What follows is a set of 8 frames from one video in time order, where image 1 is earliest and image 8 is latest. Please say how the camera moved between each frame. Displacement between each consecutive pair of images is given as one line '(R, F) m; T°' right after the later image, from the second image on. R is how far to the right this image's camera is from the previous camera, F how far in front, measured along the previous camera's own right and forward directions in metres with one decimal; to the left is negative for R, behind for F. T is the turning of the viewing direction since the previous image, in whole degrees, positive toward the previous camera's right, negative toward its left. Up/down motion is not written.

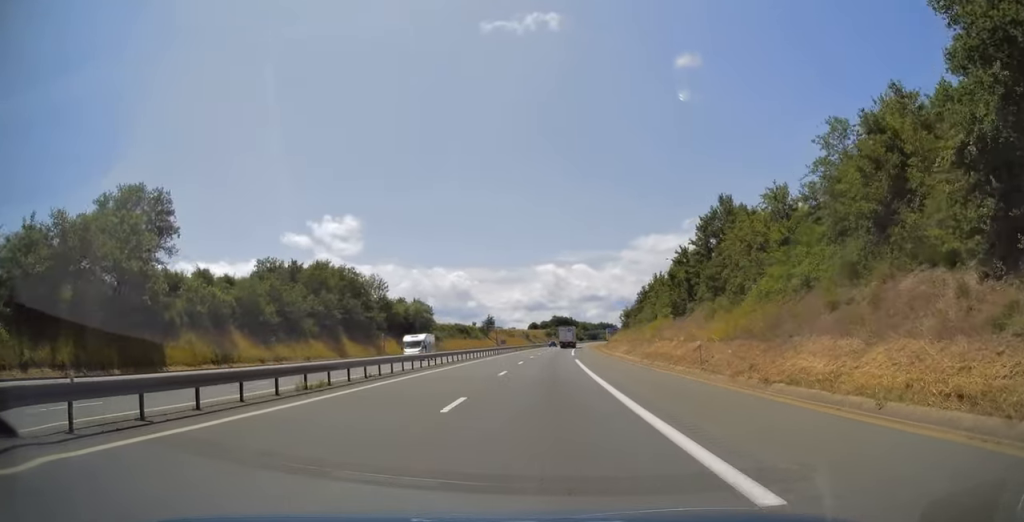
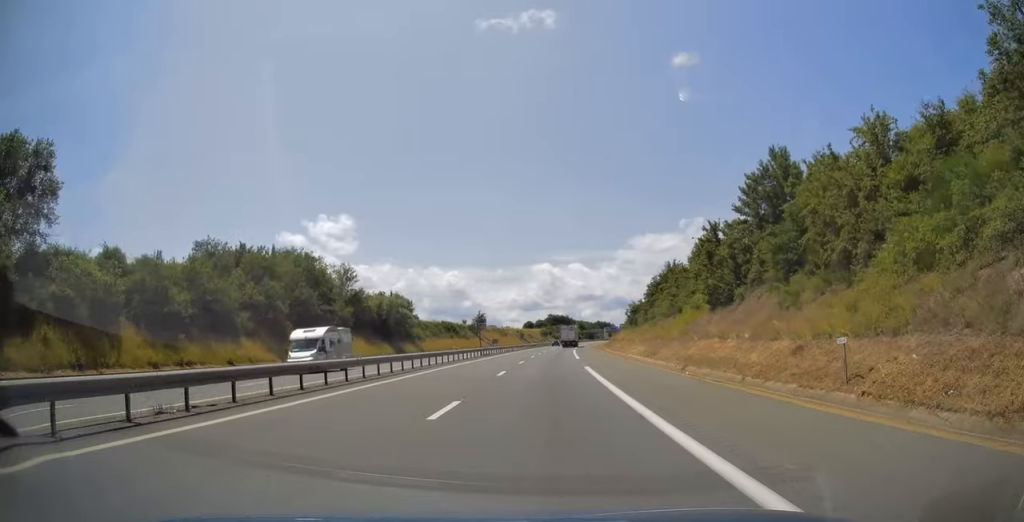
(+0.1, +14.4) m; 0°
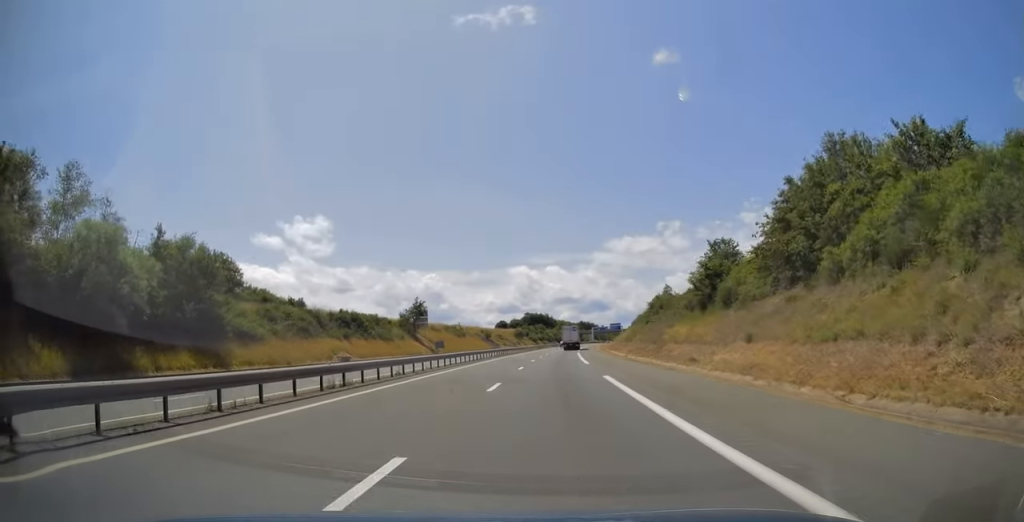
(+1.0, +58.6) m; +2°
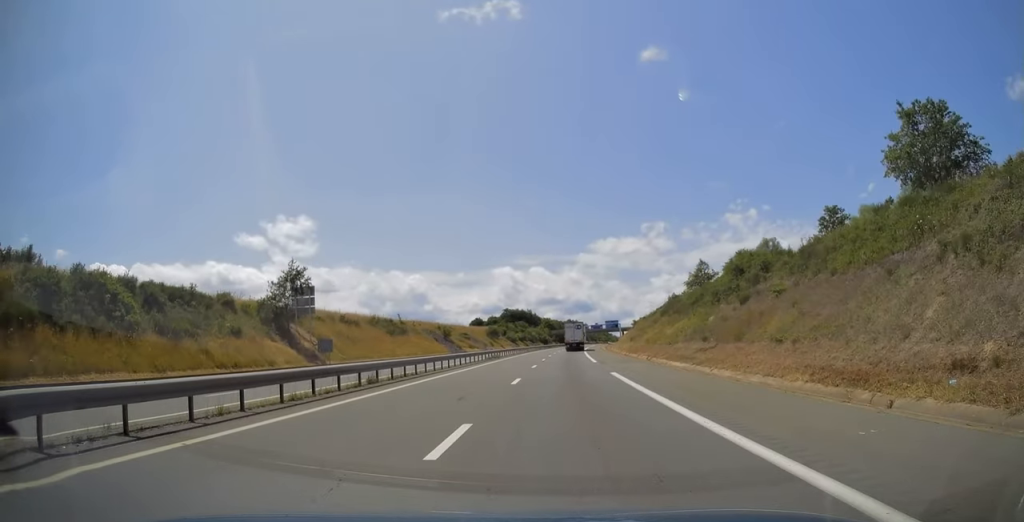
(+0.7, +48.7) m; +2°
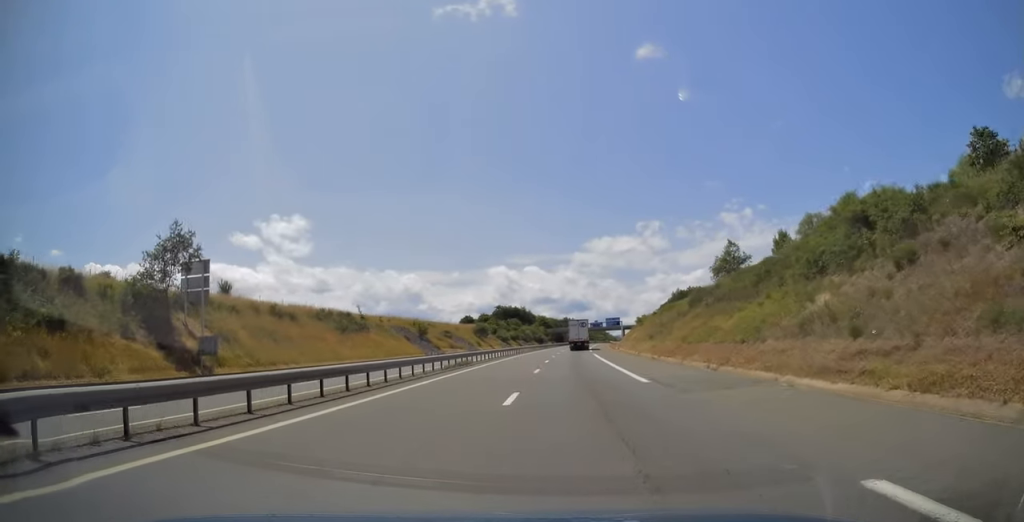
(+0.1, +19.7) m; +1°
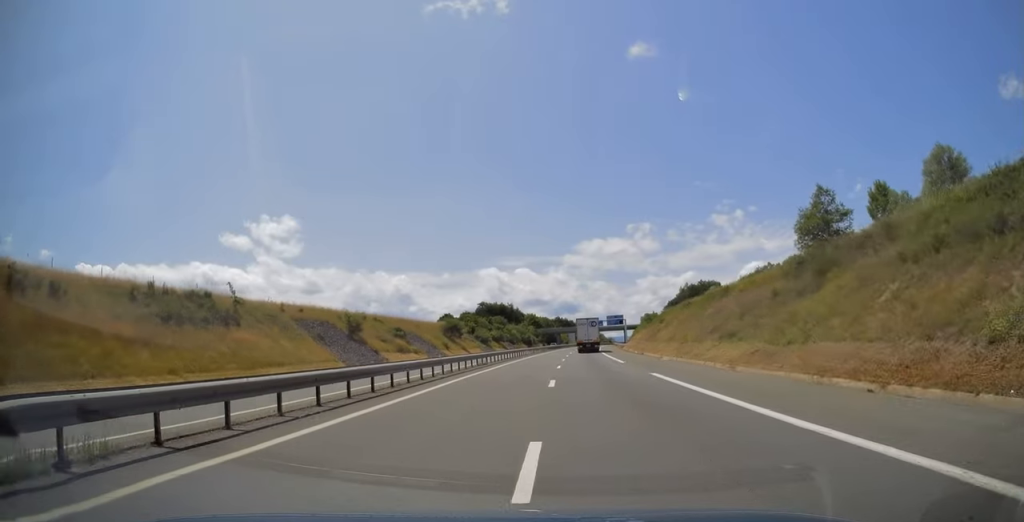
(+0.6, +33.3) m; +1°
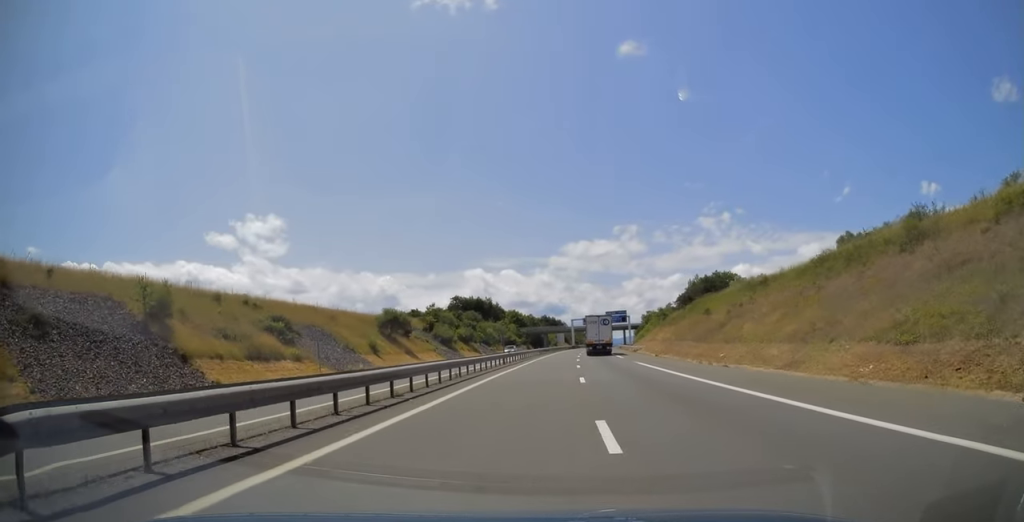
(-0.1, +36.9) m; +1°
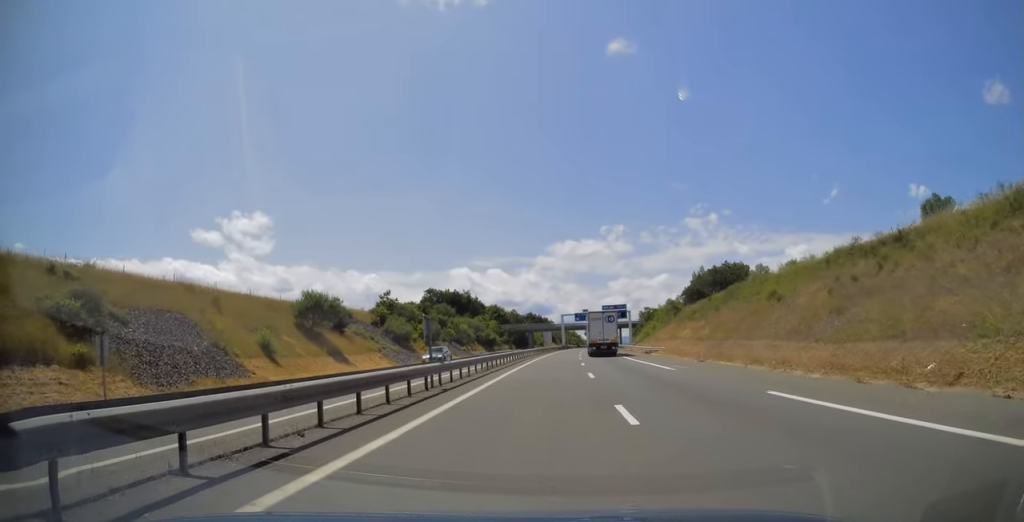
(+0.3, +23.5) m; +1°
